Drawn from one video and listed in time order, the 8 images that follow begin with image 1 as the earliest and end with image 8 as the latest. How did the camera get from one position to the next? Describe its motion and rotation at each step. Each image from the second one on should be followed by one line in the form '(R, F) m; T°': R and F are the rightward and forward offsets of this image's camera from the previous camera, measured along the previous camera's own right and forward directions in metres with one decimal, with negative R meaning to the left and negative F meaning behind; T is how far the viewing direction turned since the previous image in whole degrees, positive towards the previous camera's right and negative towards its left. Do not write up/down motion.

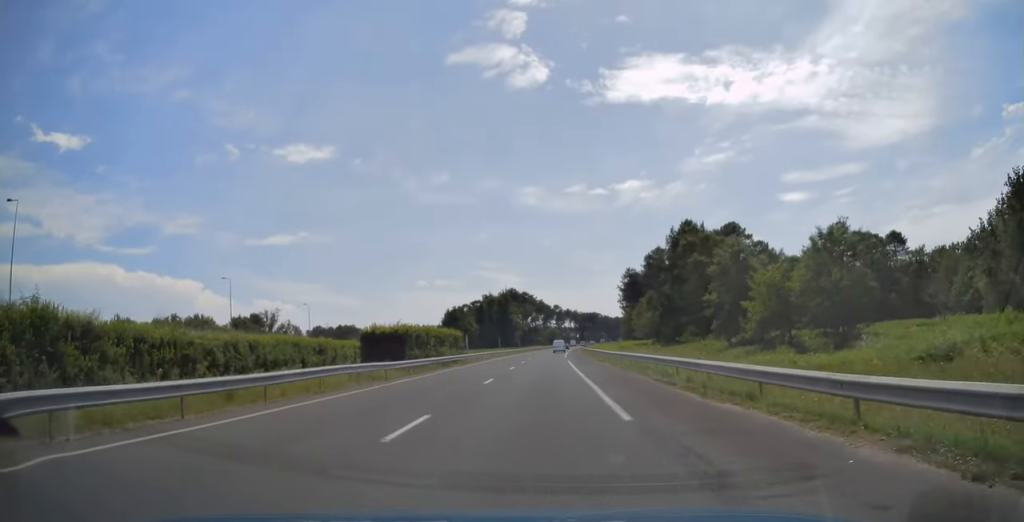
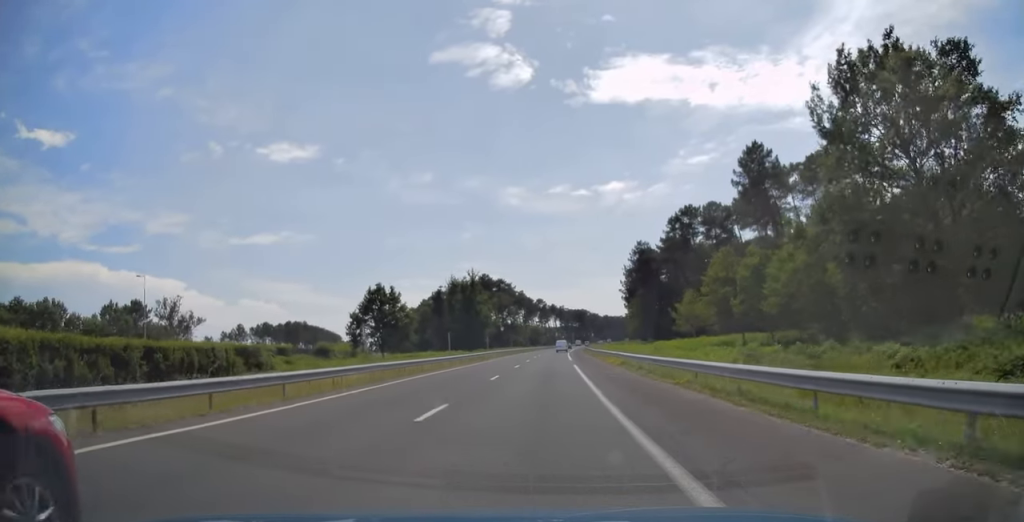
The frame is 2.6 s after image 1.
(+0.7, +62.2) m; +2°
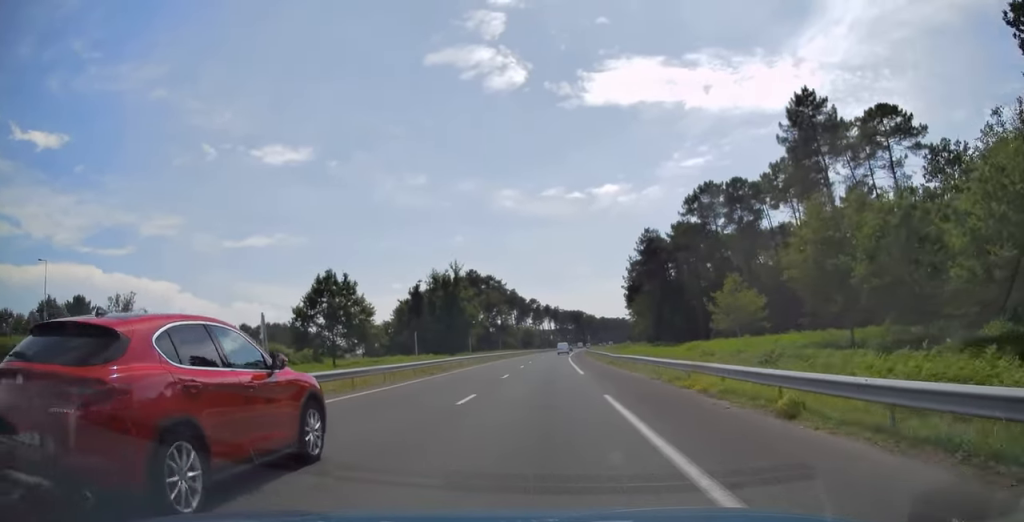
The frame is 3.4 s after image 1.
(+0.1, +22.0) m; 0°
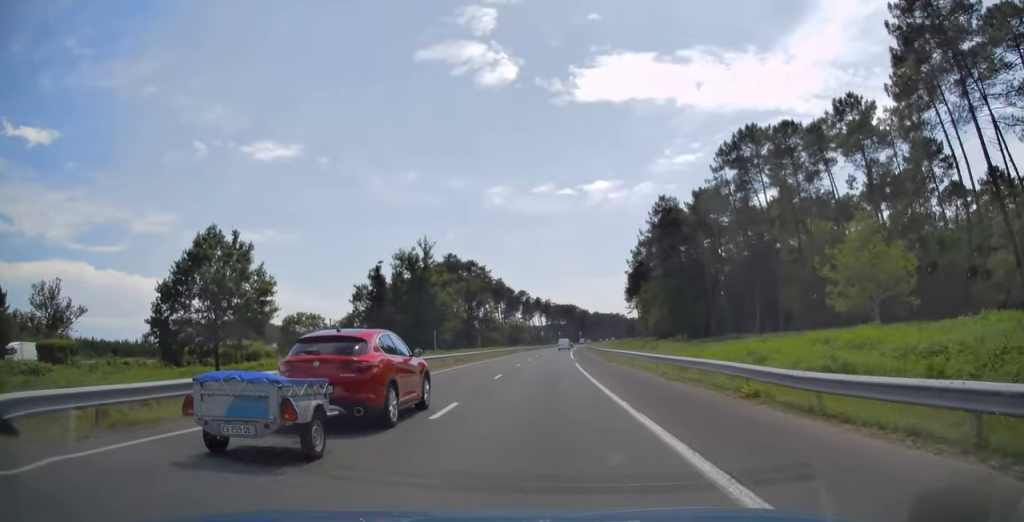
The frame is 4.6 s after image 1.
(+0.1, +29.3) m; 0°
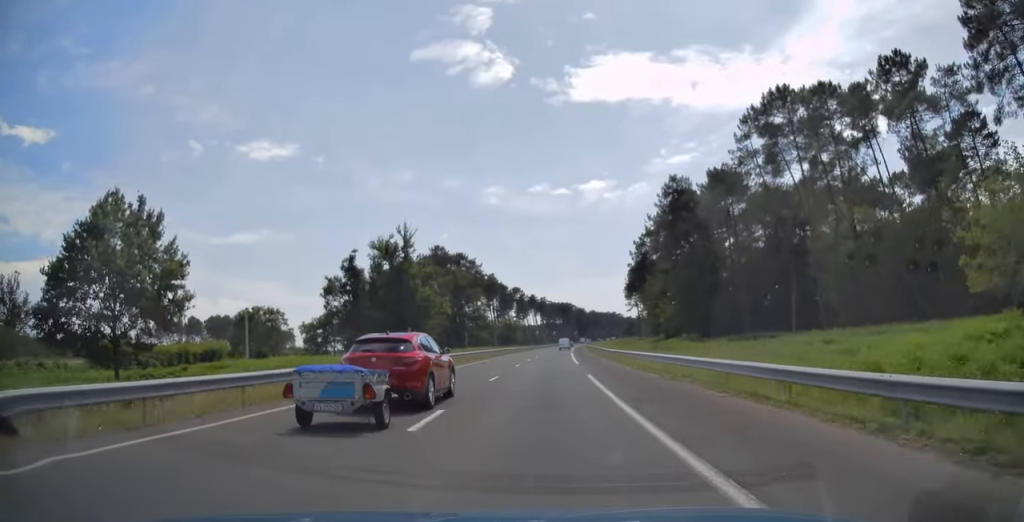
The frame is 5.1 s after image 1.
(0.0, +14.3) m; 0°
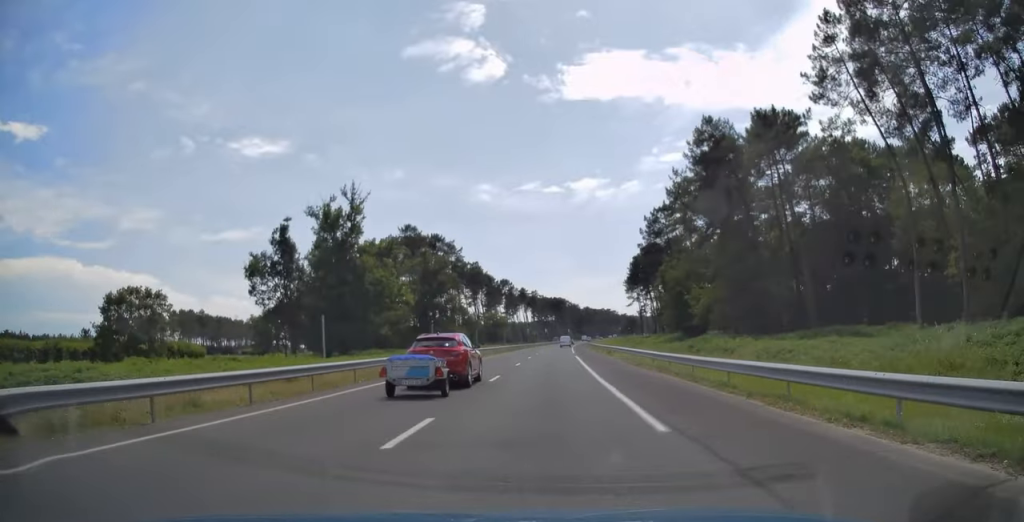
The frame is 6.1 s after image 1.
(+0.2, +27.5) m; +1°
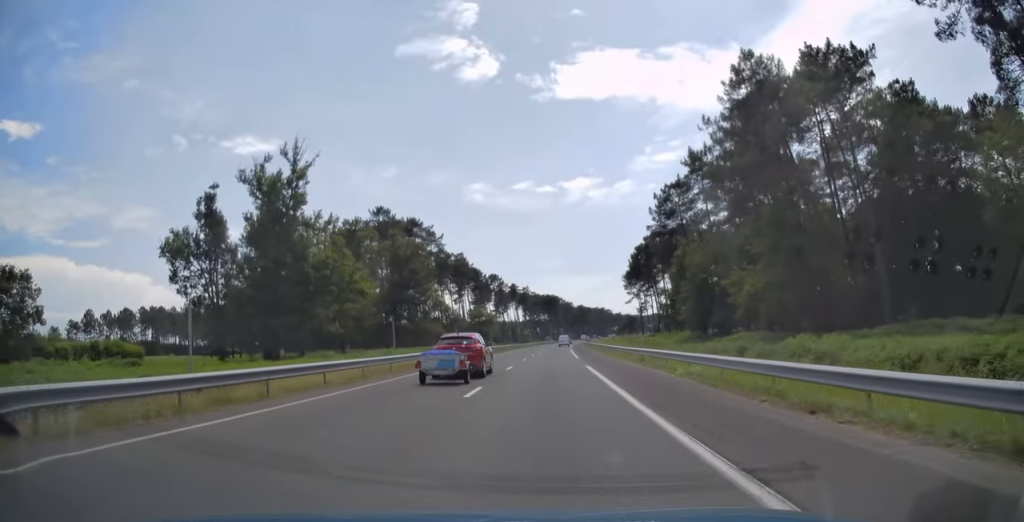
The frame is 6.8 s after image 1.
(+0.2, +19.0) m; +1°
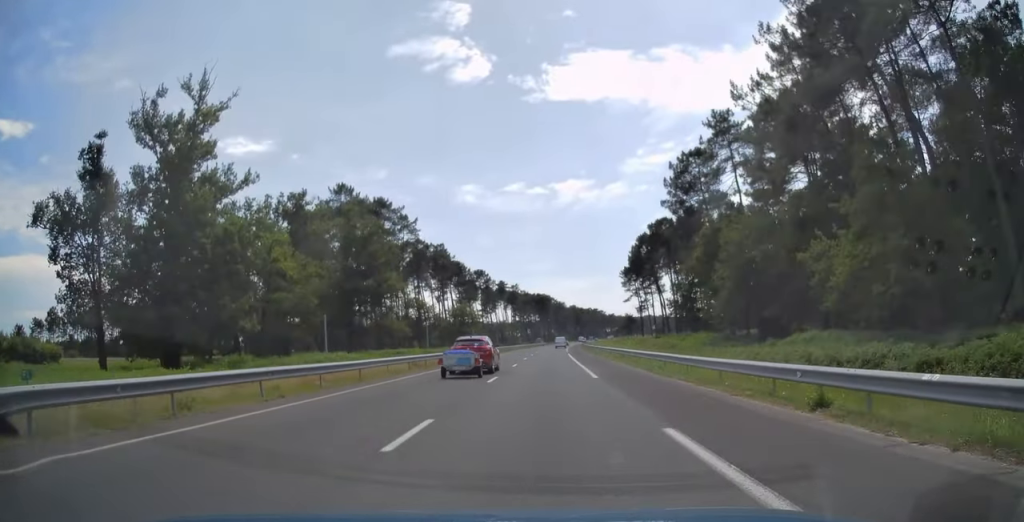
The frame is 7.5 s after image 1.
(+0.1, +20.0) m; +1°
